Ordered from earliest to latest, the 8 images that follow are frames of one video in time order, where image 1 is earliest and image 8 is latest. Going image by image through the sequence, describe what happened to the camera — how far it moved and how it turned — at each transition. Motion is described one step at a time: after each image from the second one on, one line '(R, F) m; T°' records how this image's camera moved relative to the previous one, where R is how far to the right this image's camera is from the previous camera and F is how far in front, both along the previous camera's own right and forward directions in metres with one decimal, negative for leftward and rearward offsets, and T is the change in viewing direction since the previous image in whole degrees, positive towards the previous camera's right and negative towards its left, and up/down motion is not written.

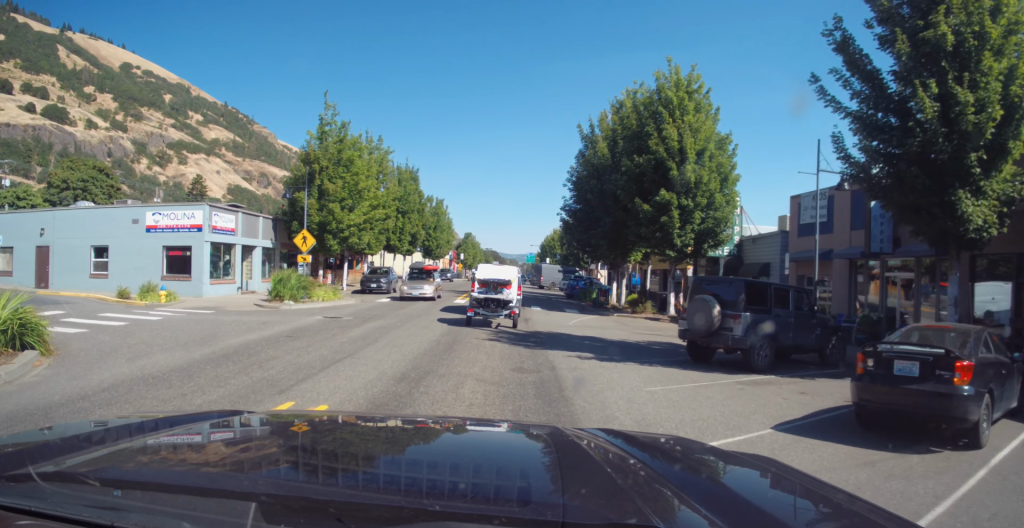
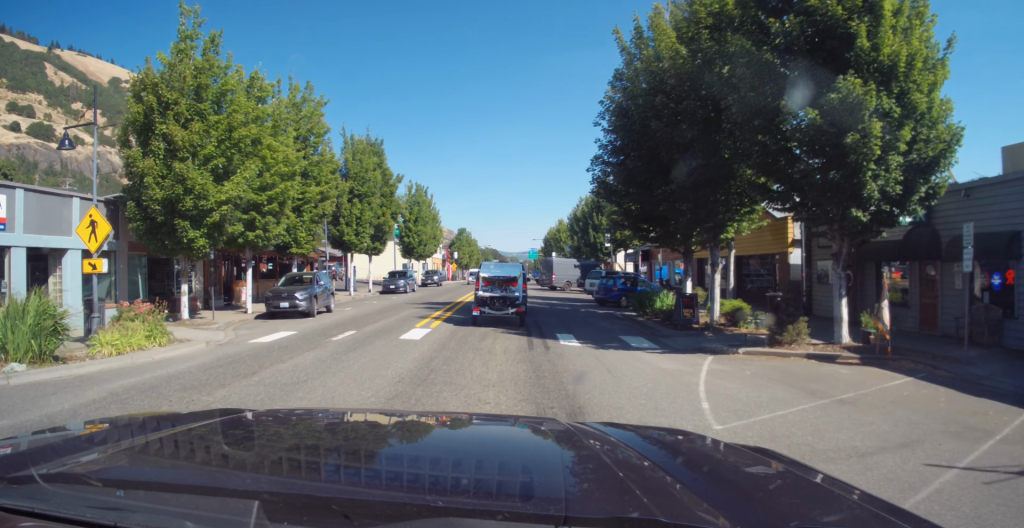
(-0.4, +15.4) m; -2°
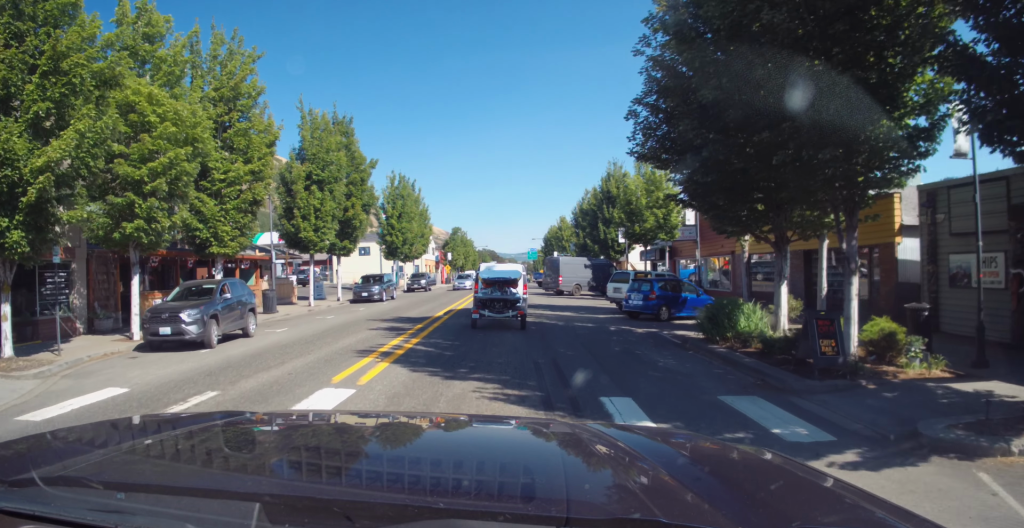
(+0.2, +8.5) m; +2°
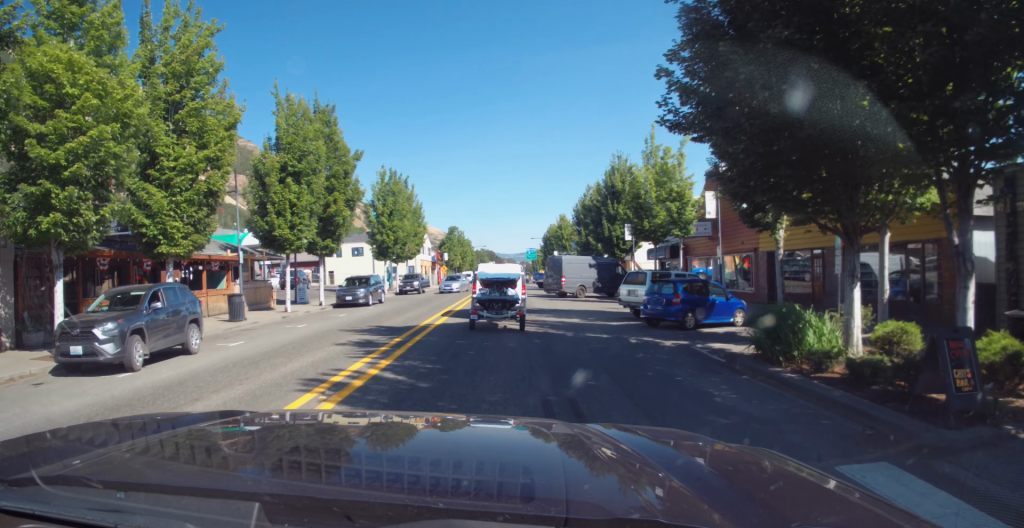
(+0.2, +3.3) m; 0°
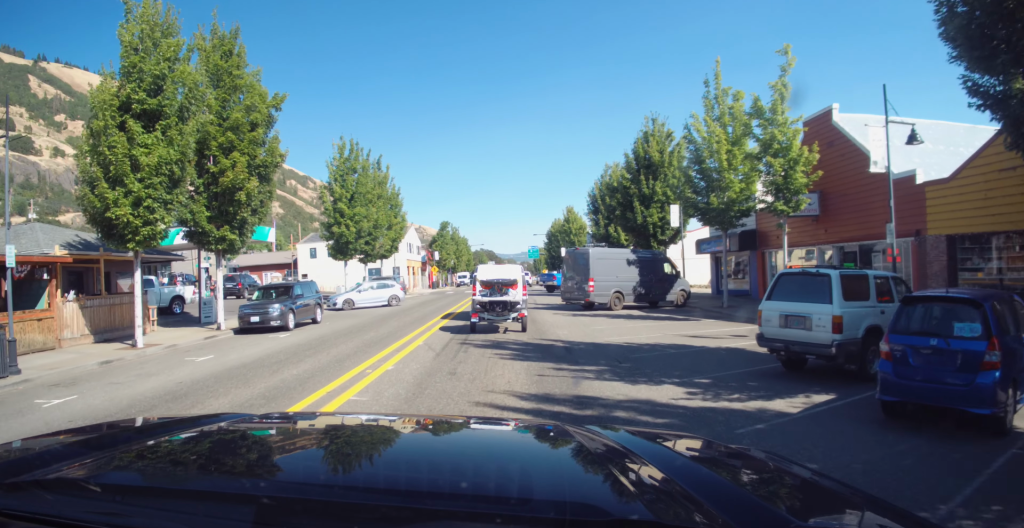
(-0.5, +13.2) m; -2°
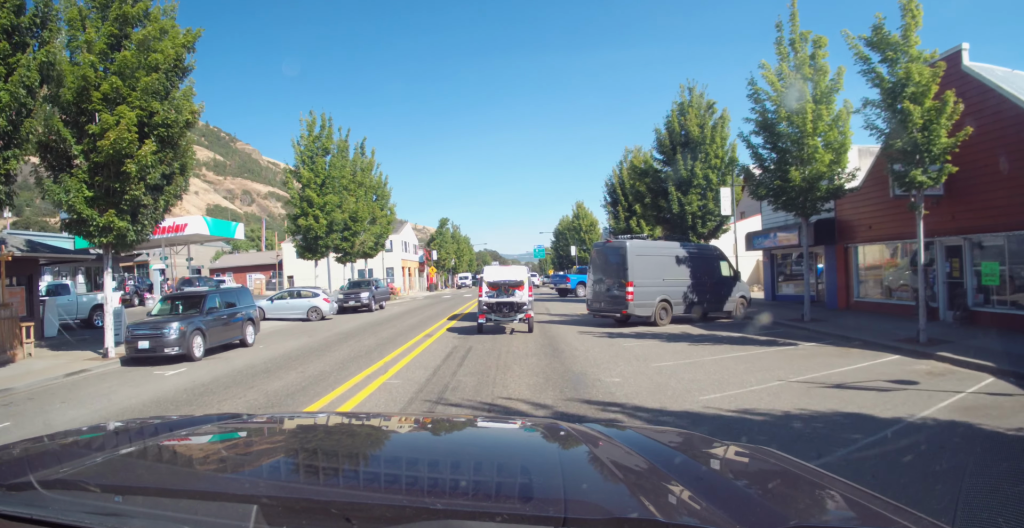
(+0.1, +7.4) m; +1°
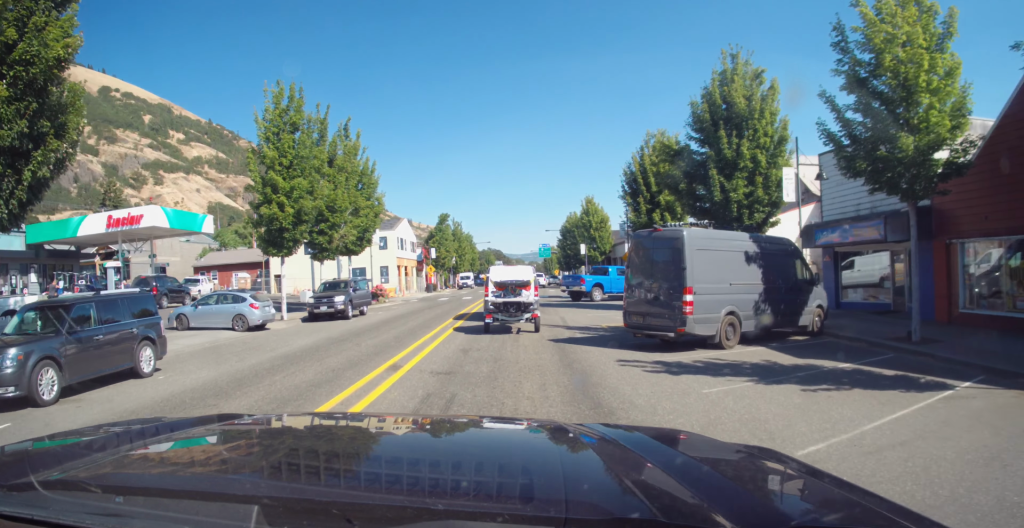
(0.0, +5.7) m; -1°
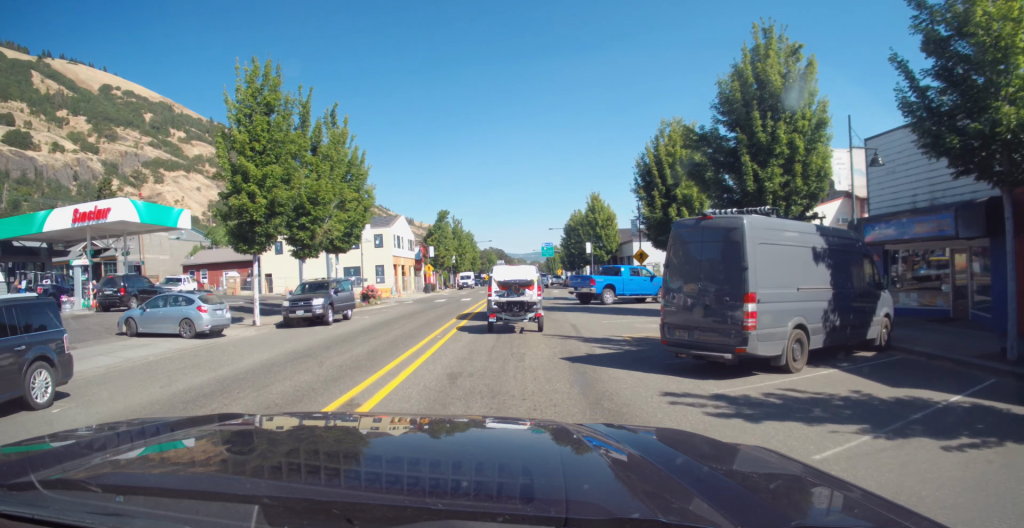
(0.0, +3.2) m; -1°
